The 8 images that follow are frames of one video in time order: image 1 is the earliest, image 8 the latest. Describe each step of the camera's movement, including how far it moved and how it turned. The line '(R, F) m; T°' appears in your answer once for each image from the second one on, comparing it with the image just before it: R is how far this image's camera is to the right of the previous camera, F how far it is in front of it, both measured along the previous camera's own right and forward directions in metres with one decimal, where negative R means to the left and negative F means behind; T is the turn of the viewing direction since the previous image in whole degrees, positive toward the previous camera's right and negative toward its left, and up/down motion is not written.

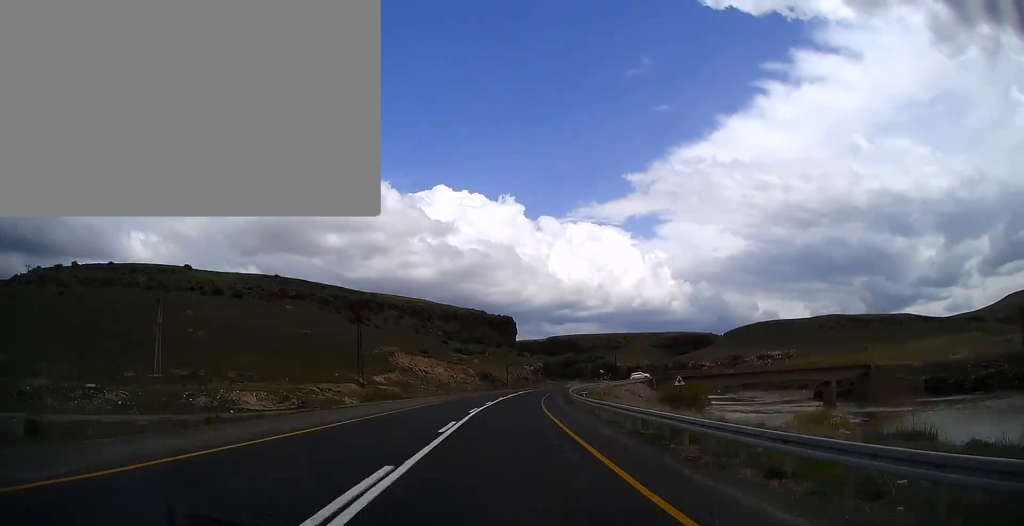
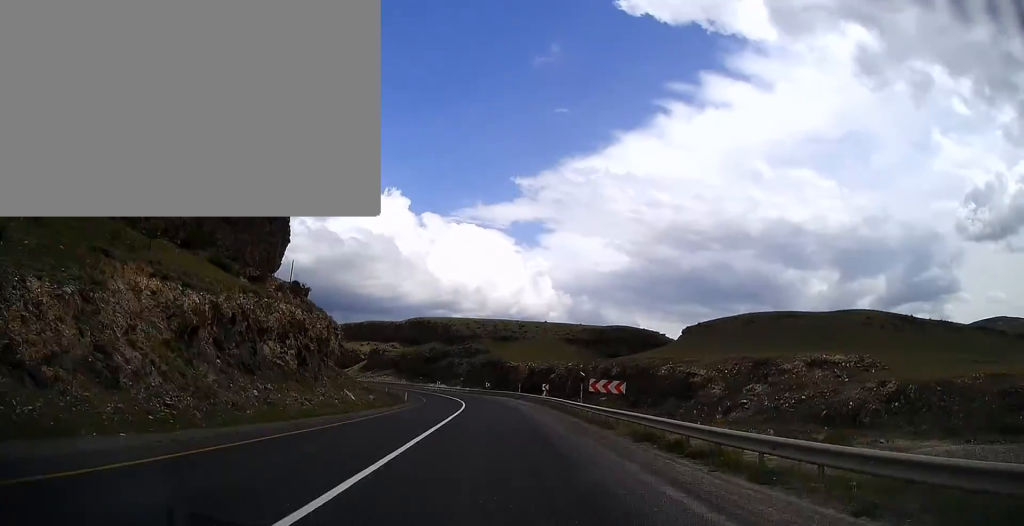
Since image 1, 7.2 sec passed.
(+9.2, +184.1) m; -4°
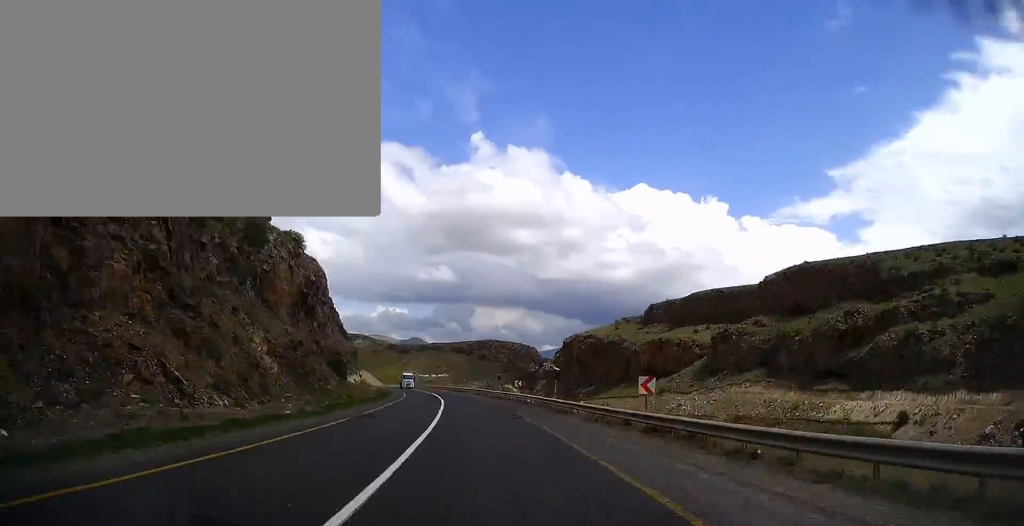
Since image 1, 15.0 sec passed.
(-30.3, +191.0) m; -23°
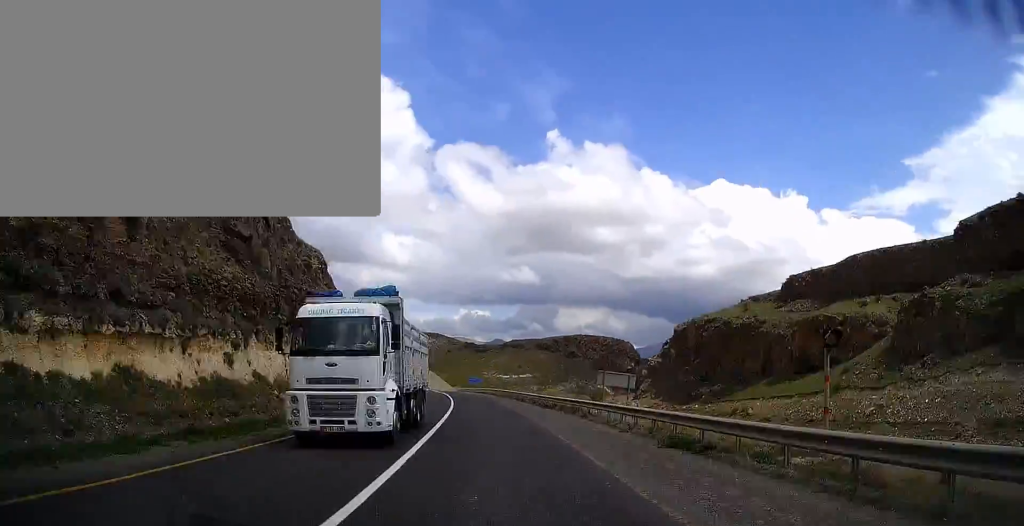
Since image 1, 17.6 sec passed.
(-8.6, +63.3) m; -3°
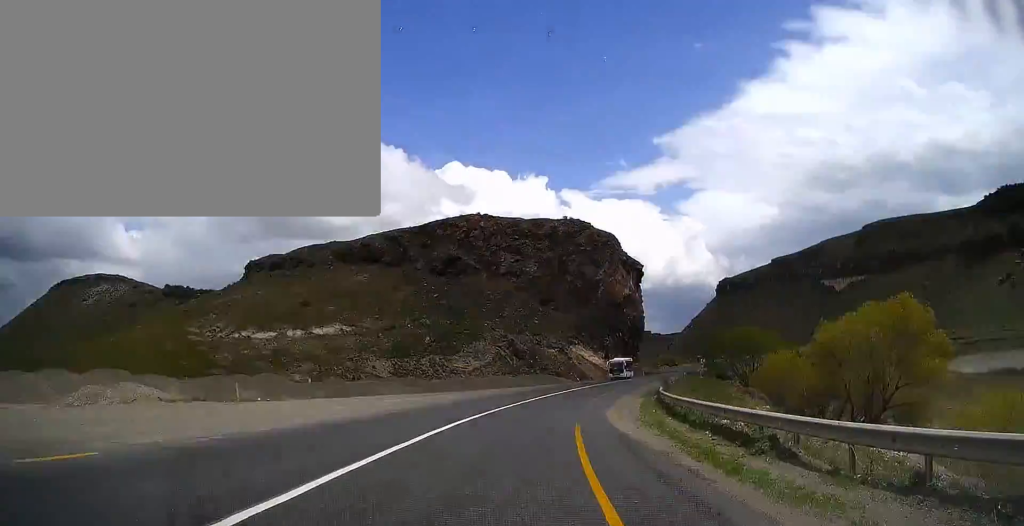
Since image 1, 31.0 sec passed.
(+33.8, +304.1) m; +27°
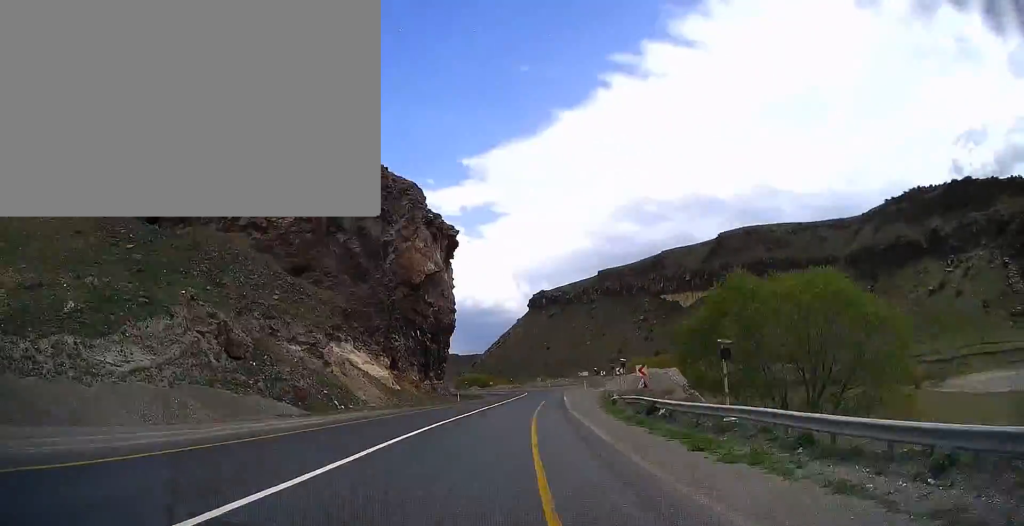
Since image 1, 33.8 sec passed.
(+5.8, +62.9) m; +6°
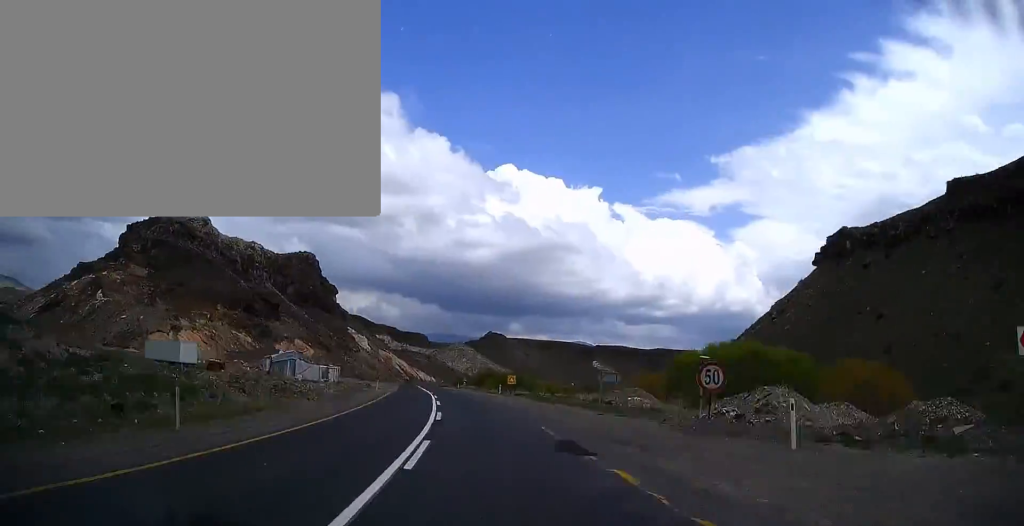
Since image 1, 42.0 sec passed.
(-13.4, +183.5) m; -13°
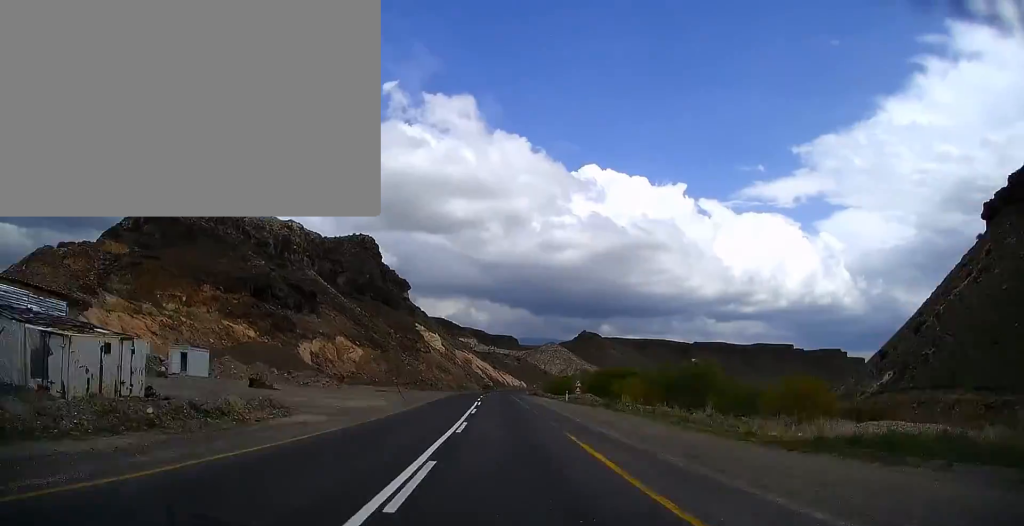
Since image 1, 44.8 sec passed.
(-7.2, +64.9) m; -5°
